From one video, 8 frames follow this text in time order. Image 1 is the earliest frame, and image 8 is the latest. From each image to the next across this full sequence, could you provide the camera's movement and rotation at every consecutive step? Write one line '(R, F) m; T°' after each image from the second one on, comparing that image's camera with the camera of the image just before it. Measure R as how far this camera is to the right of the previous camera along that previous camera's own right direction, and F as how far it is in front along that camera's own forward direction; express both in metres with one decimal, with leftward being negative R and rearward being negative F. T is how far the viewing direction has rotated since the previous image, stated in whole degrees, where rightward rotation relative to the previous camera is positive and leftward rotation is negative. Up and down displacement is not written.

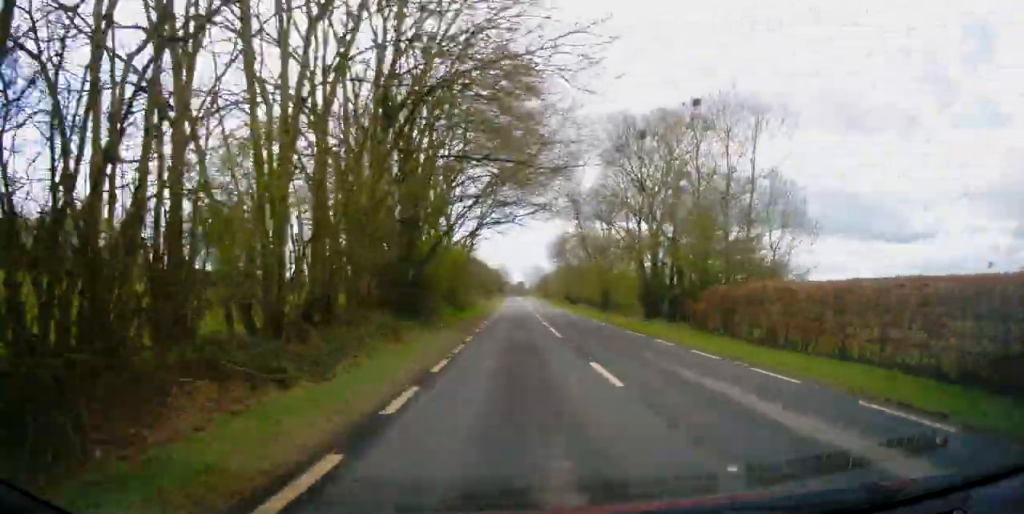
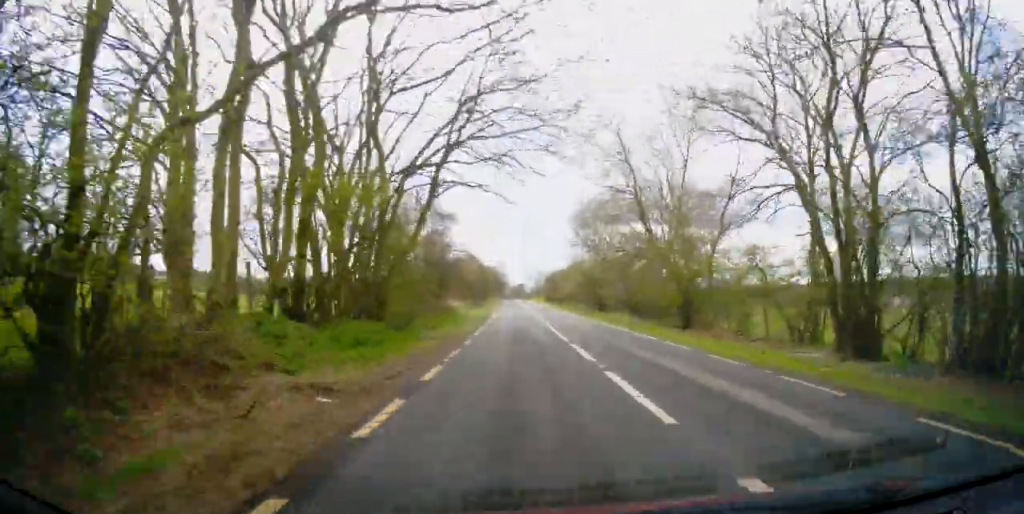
(0.0, +24.0) m; -1°
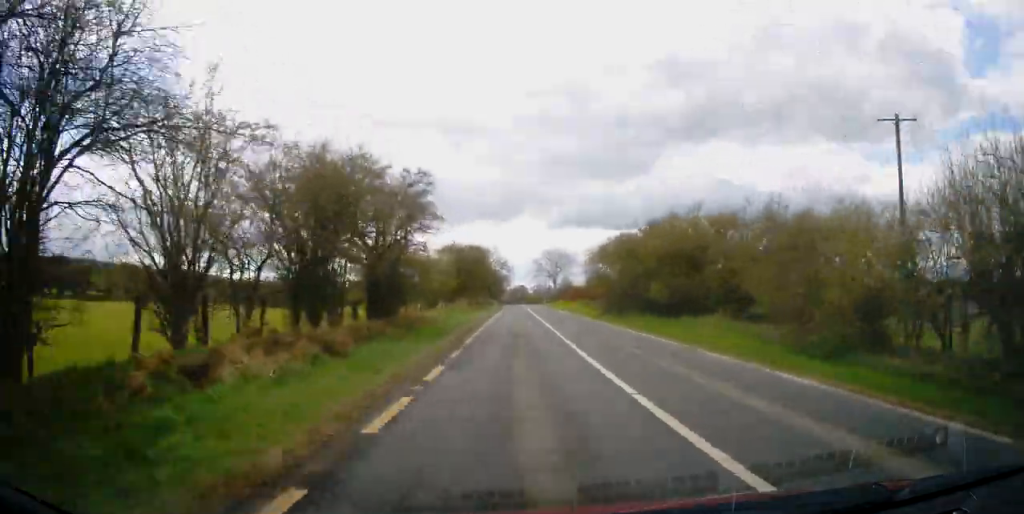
(-0.9, +74.7) m; 0°
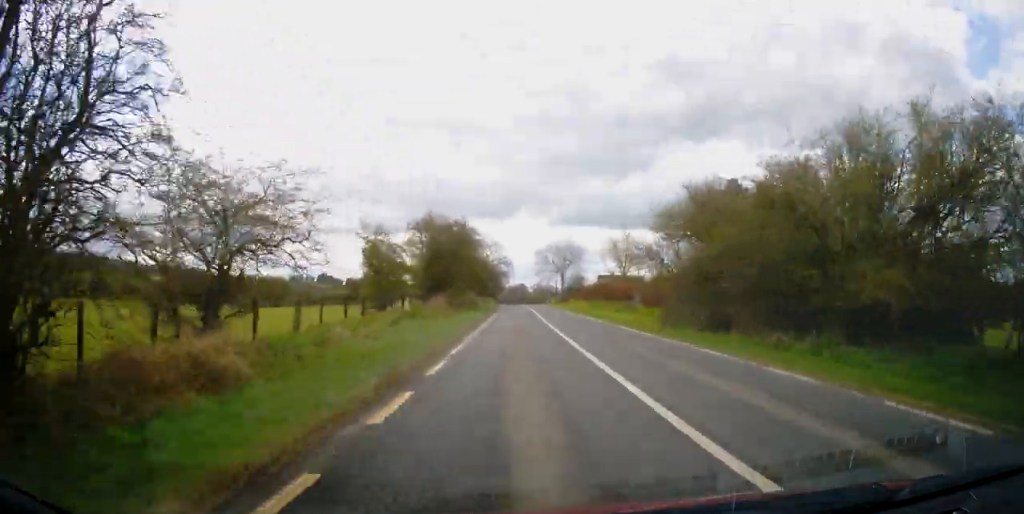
(-0.1, +19.5) m; 0°
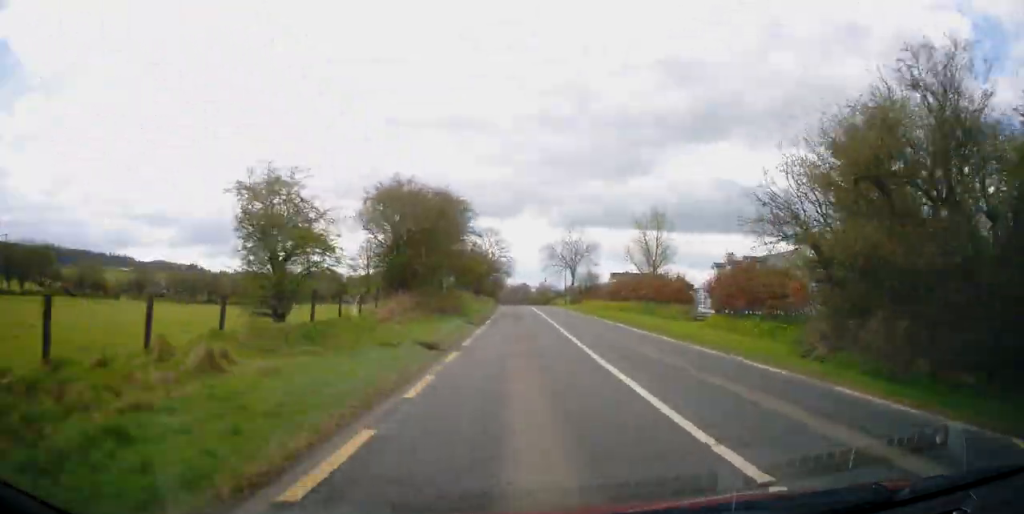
(+0.2, +14.4) m; 0°
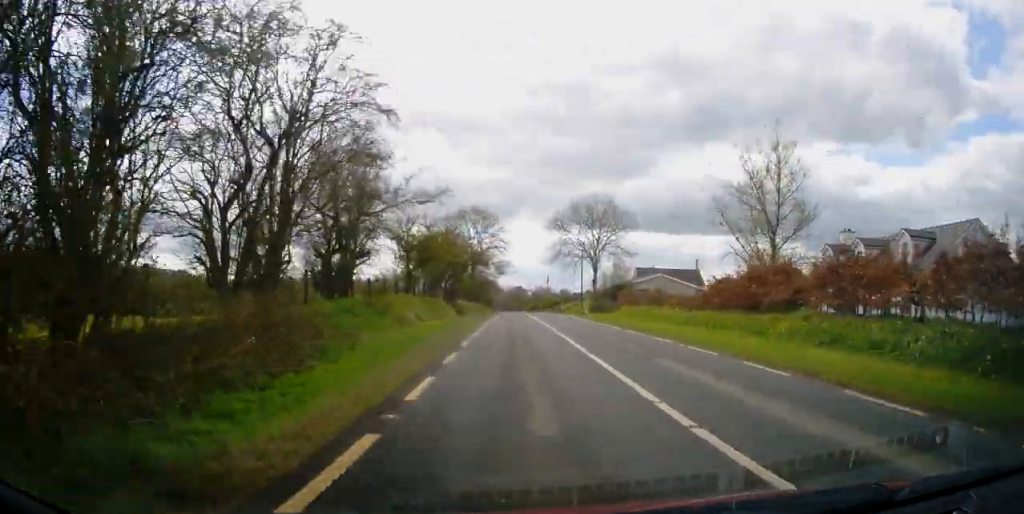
(-0.1, +28.1) m; 0°
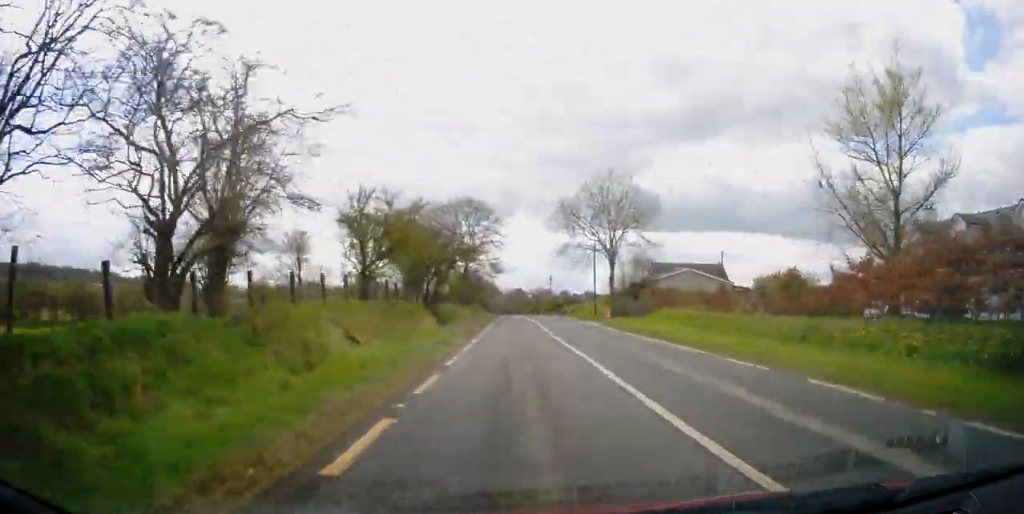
(0.0, +11.2) m; 0°
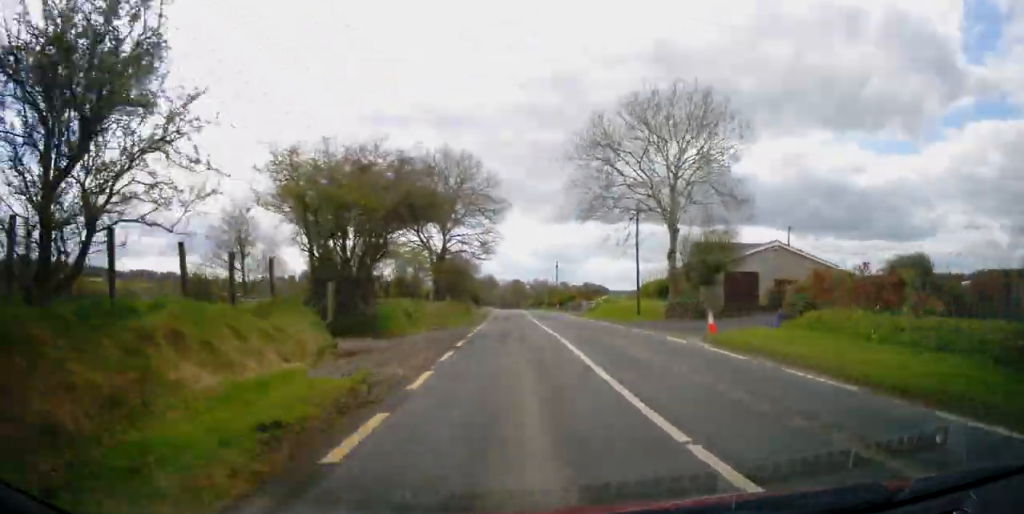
(+0.1, +19.7) m; 0°
